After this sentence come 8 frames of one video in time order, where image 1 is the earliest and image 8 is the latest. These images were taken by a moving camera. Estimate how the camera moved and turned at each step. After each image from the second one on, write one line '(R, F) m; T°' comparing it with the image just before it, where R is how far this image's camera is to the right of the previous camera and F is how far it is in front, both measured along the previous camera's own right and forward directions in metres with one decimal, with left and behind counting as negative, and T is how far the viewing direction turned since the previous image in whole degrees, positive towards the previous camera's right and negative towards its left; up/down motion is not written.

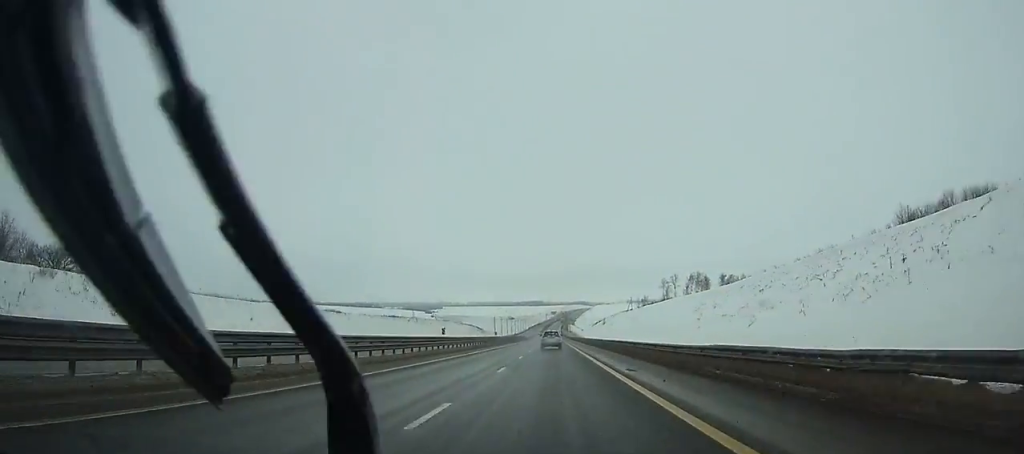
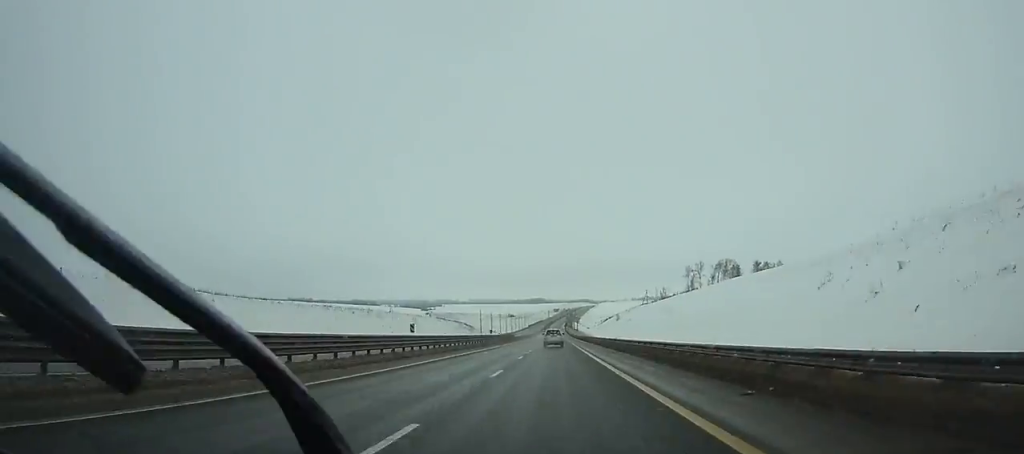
(-0.1, +50.9) m; 0°
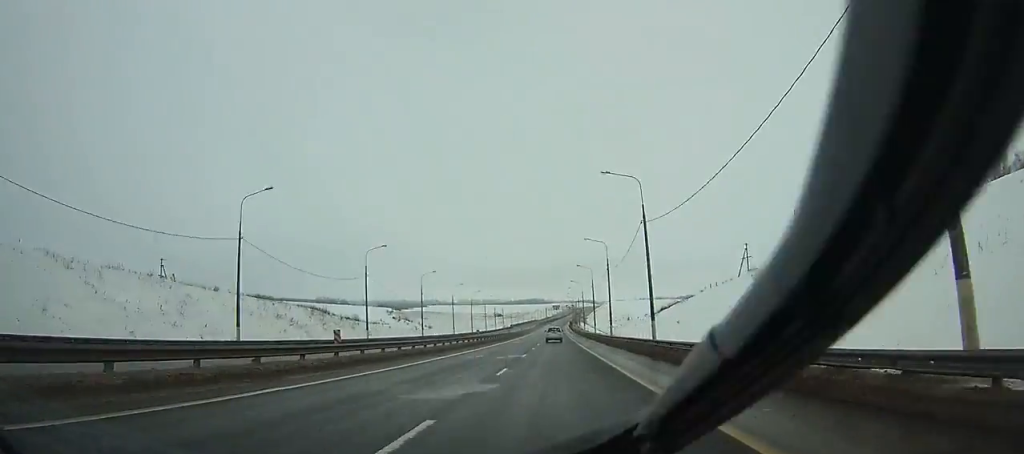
(0.0, +165.6) m; 0°
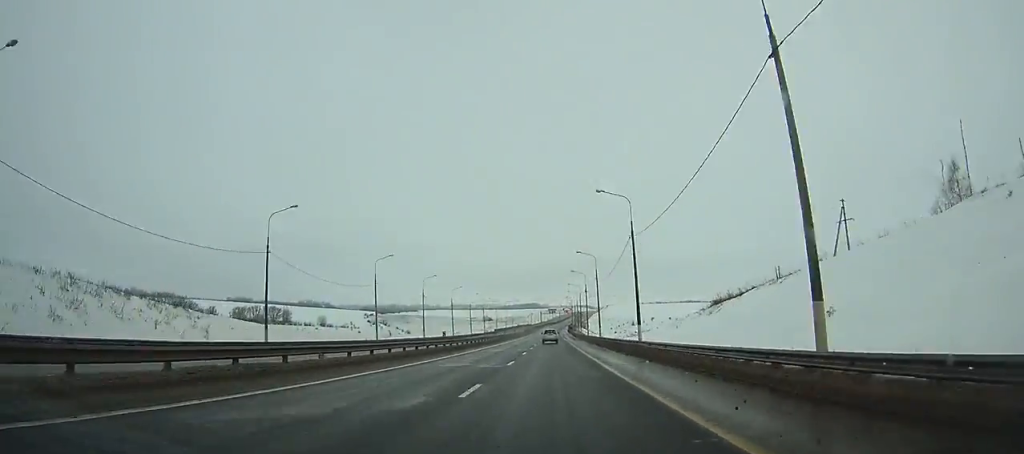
(0.0, +54.2) m; 0°
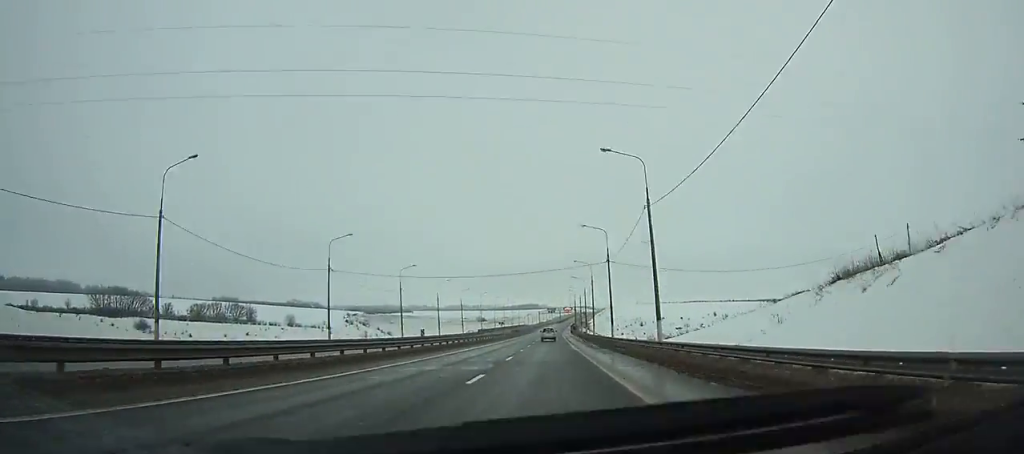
(0.0, +43.2) m; 0°
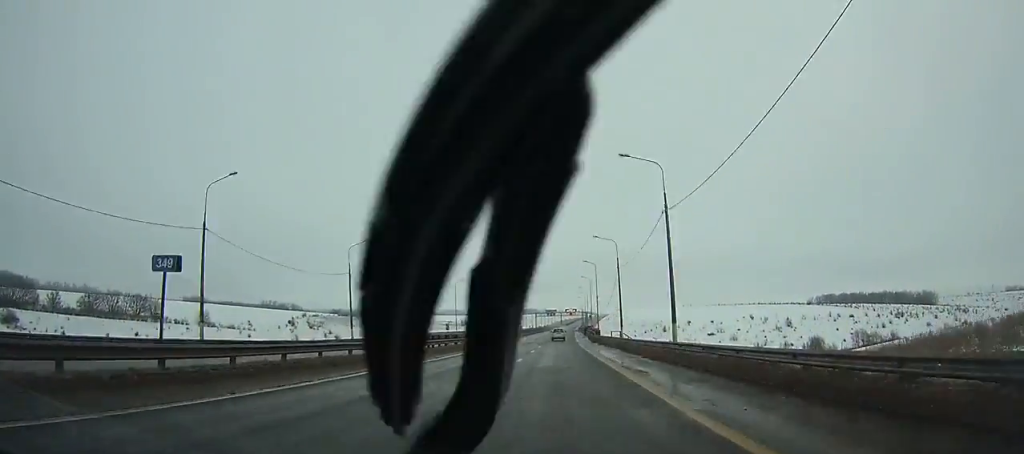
(+0.1, +83.0) m; +1°
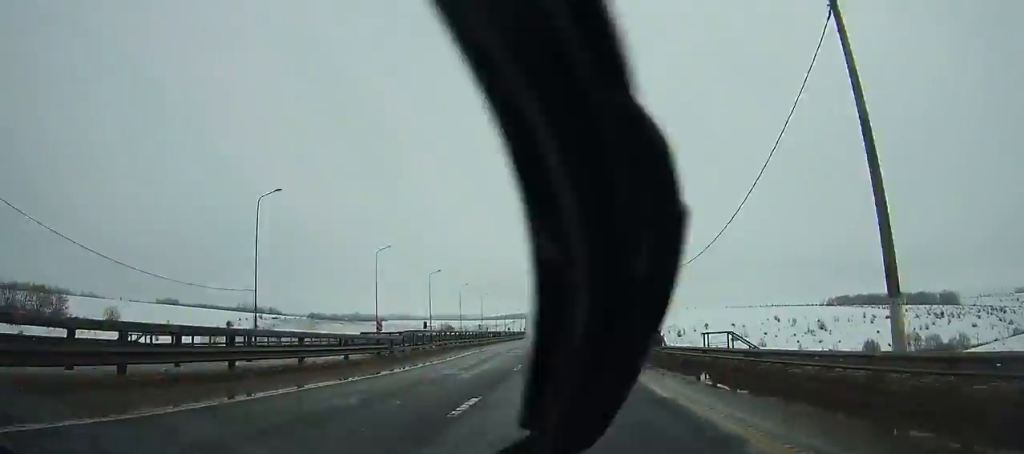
(+0.3, +52.2) m; +1°
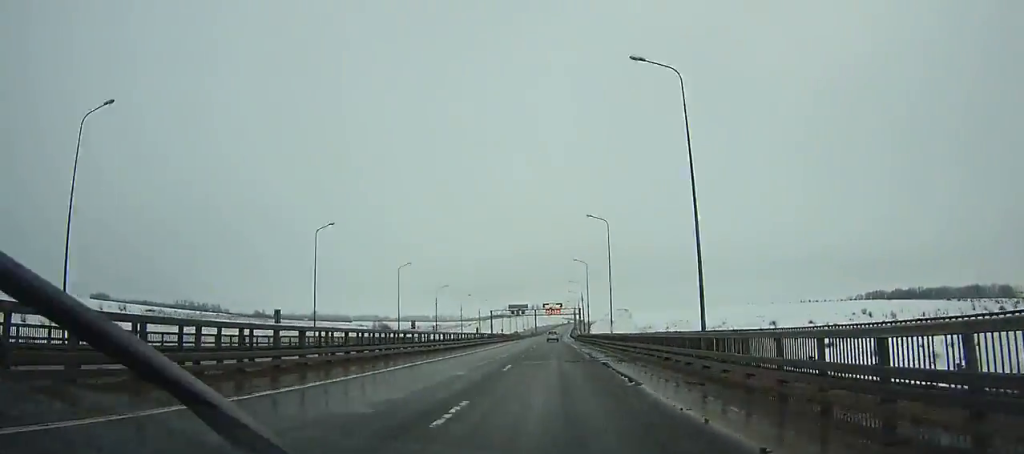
(+1.2, +108.4) m; +1°
